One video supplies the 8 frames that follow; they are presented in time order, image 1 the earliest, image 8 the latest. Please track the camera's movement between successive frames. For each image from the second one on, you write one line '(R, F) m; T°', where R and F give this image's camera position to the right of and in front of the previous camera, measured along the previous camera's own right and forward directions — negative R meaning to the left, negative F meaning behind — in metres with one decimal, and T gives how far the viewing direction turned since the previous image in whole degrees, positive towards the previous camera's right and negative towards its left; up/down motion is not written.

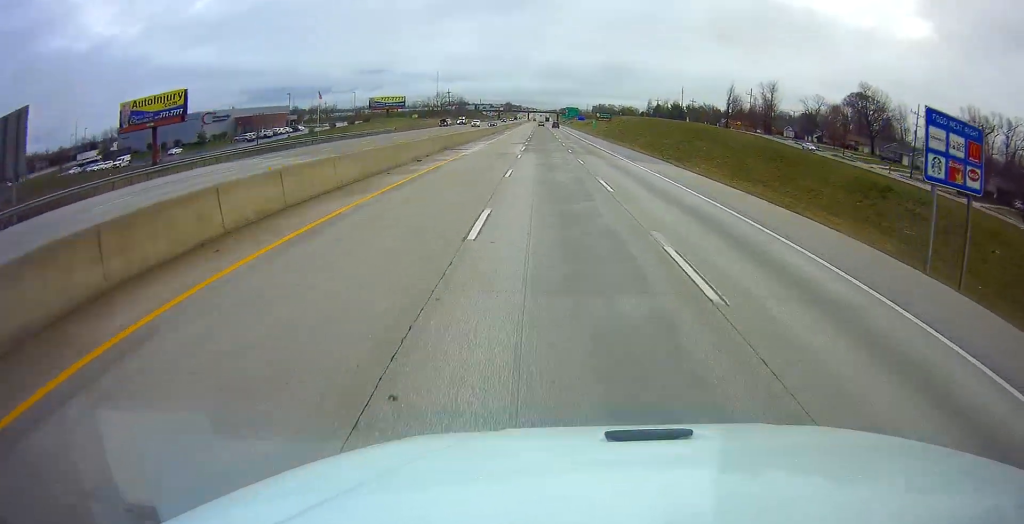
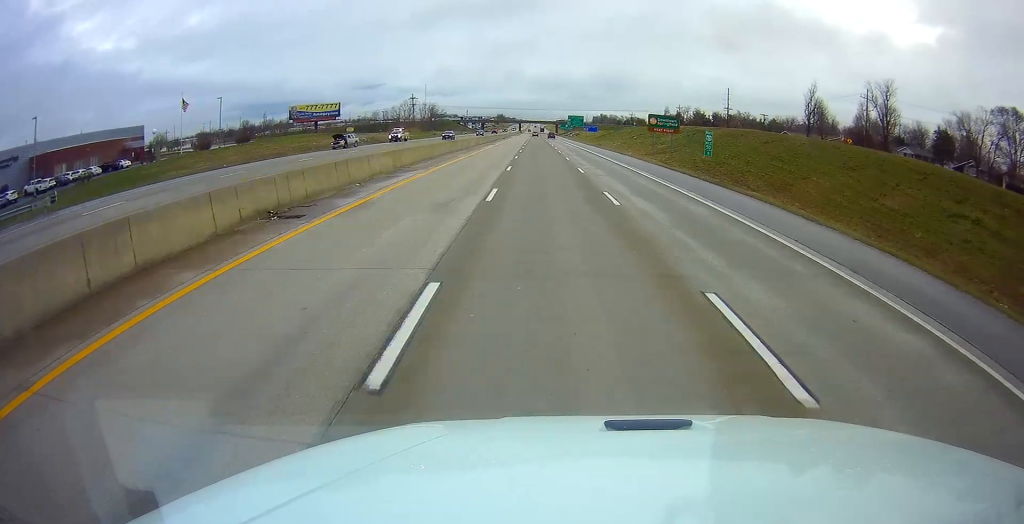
(+1.2, +77.1) m; +1°
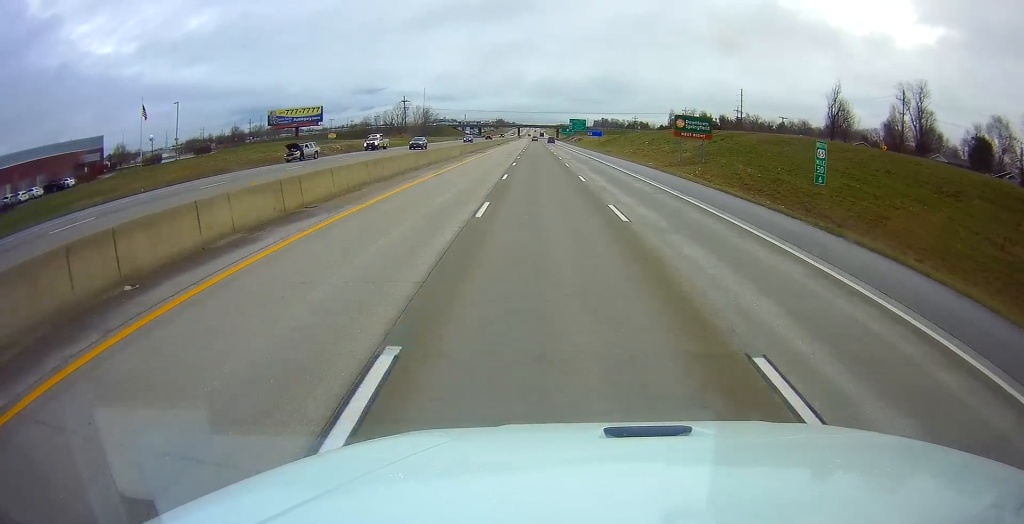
(-0.2, +14.4) m; -1°
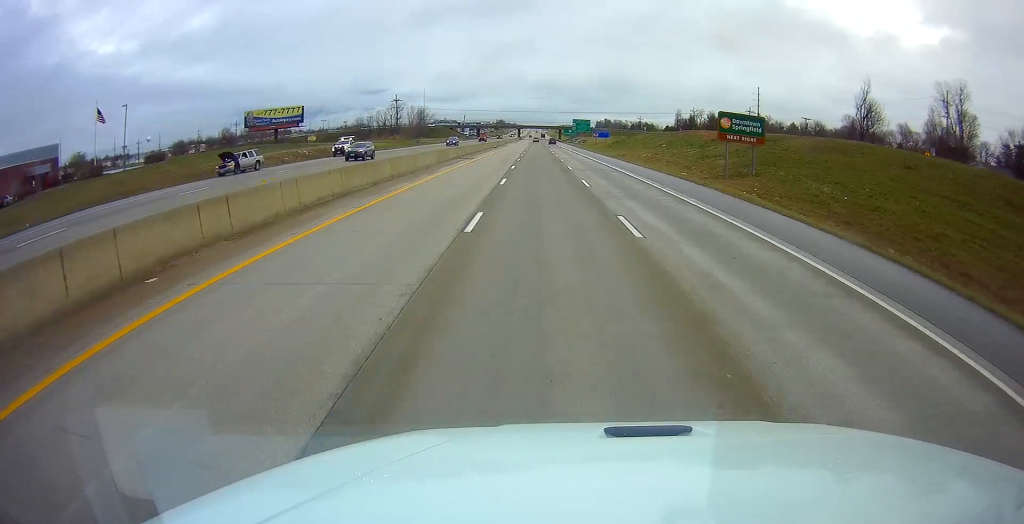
(-0.1, +14.4) m; 0°
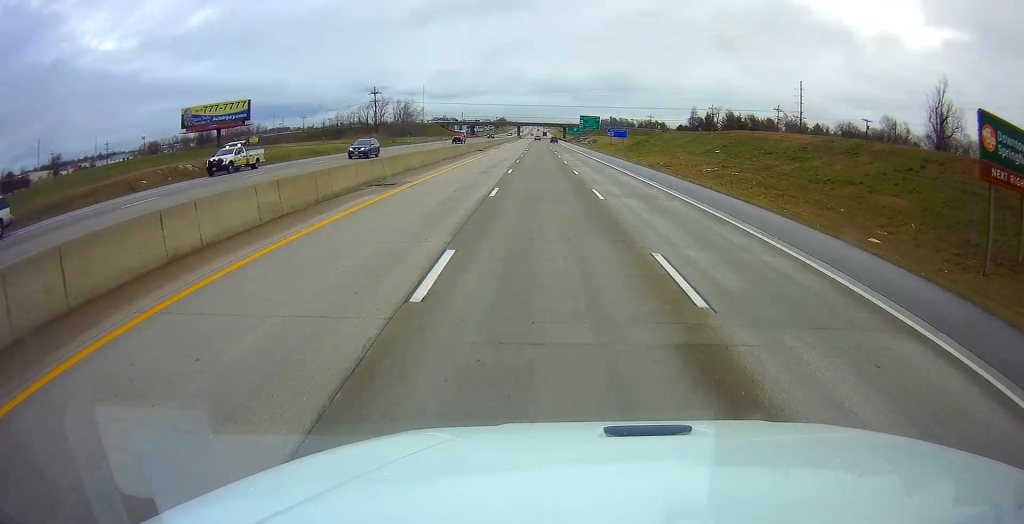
(+0.1, +29.8) m; +1°
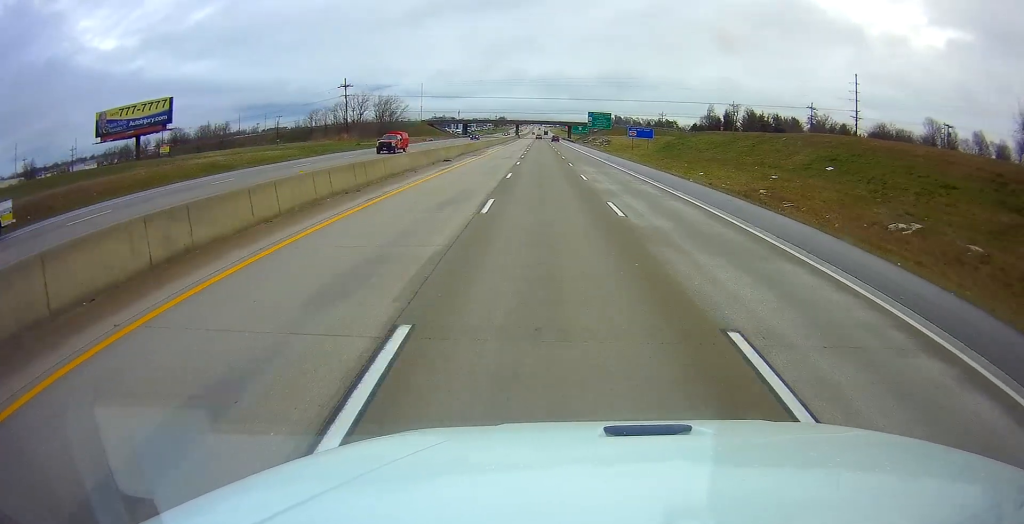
(+0.4, +28.7) m; 0°
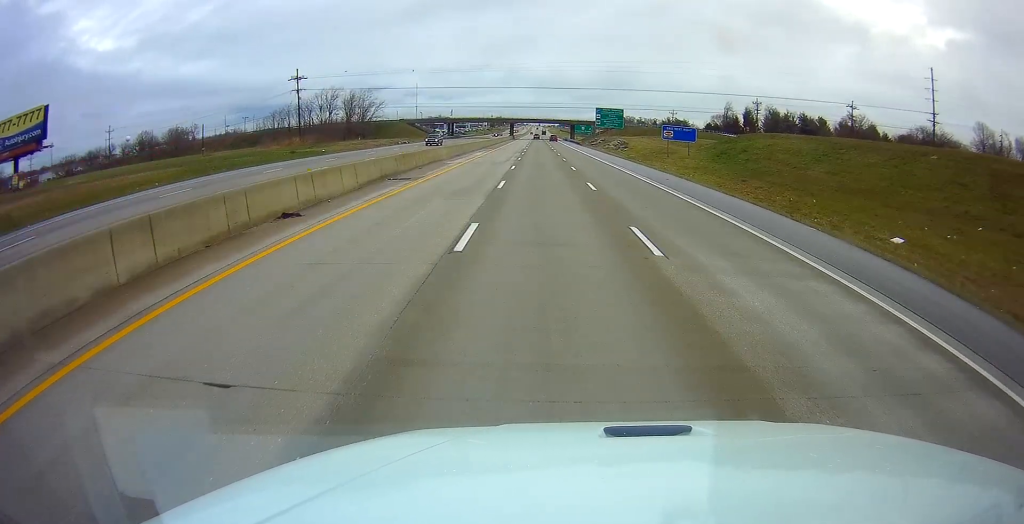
(-0.6, +29.6) m; -1°
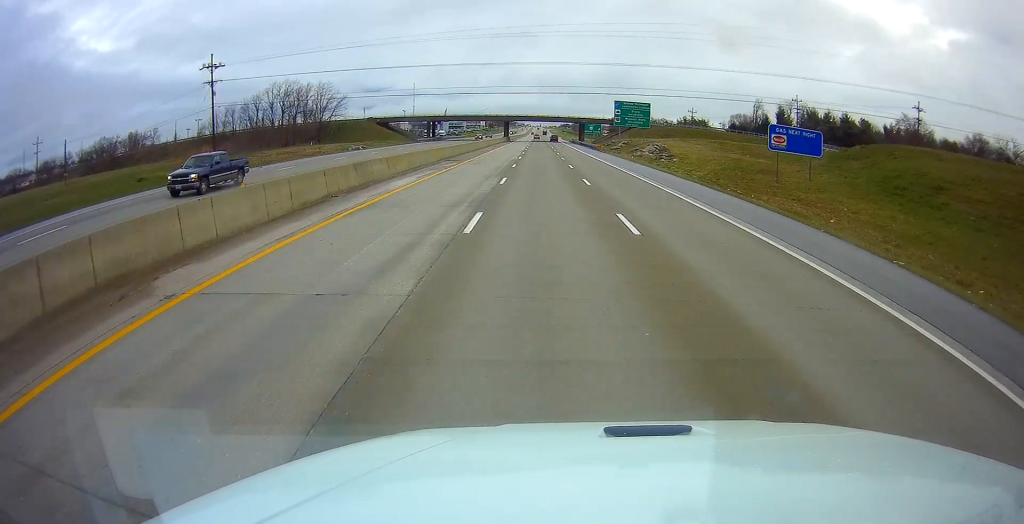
(0.0, +34.7) m; 0°
